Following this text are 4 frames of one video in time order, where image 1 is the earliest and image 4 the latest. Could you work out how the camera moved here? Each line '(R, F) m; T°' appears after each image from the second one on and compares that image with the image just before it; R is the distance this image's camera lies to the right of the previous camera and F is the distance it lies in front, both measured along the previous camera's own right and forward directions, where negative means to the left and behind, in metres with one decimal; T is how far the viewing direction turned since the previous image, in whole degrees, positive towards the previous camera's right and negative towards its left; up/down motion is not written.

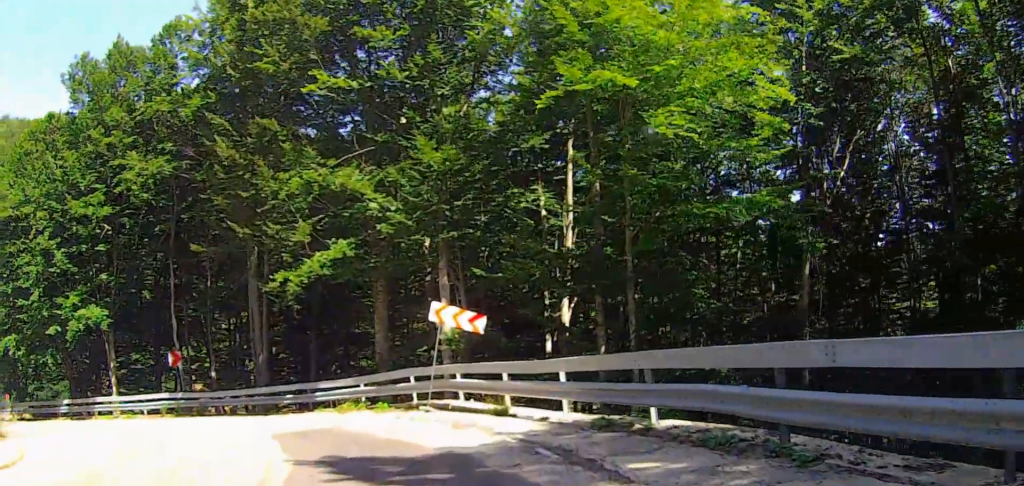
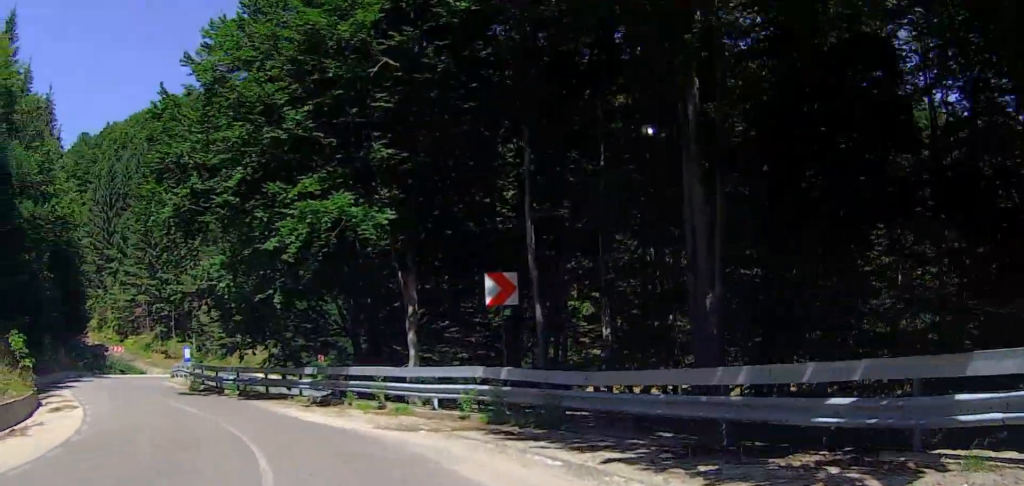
(-3.8, +18.5) m; -35°
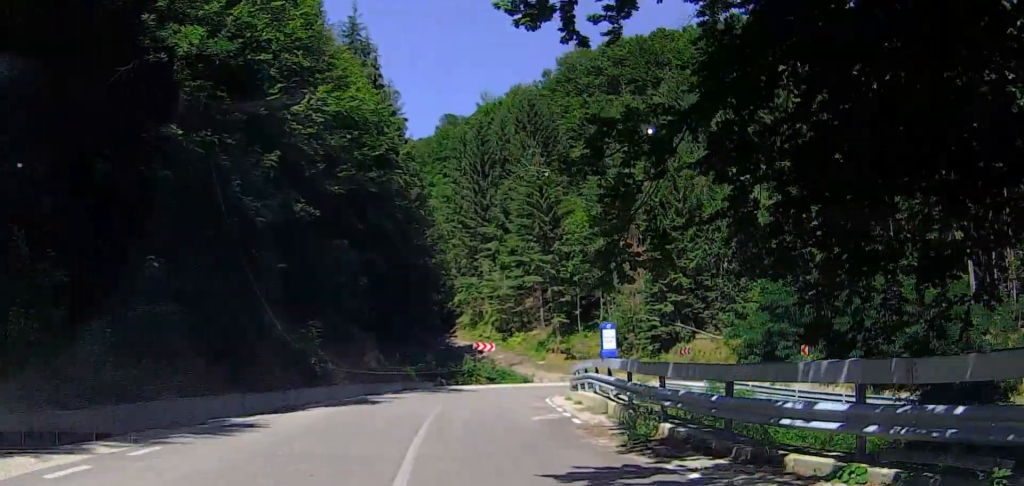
(-9.5, +22.1) m; -32°
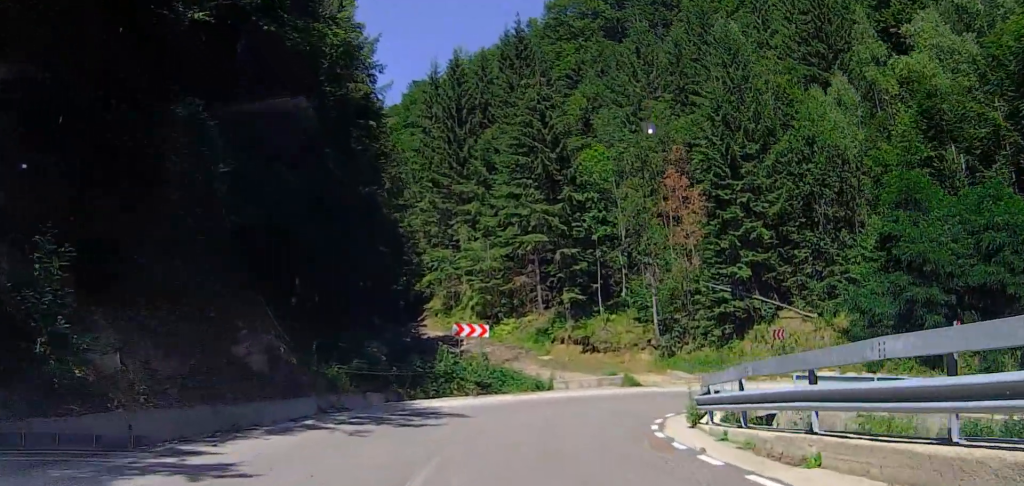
(-0.8, +18.4) m; -2°
